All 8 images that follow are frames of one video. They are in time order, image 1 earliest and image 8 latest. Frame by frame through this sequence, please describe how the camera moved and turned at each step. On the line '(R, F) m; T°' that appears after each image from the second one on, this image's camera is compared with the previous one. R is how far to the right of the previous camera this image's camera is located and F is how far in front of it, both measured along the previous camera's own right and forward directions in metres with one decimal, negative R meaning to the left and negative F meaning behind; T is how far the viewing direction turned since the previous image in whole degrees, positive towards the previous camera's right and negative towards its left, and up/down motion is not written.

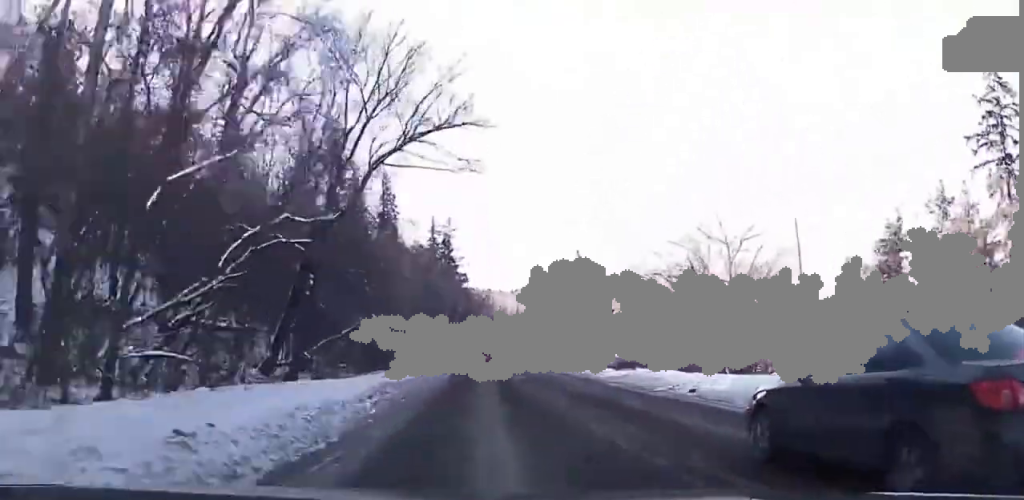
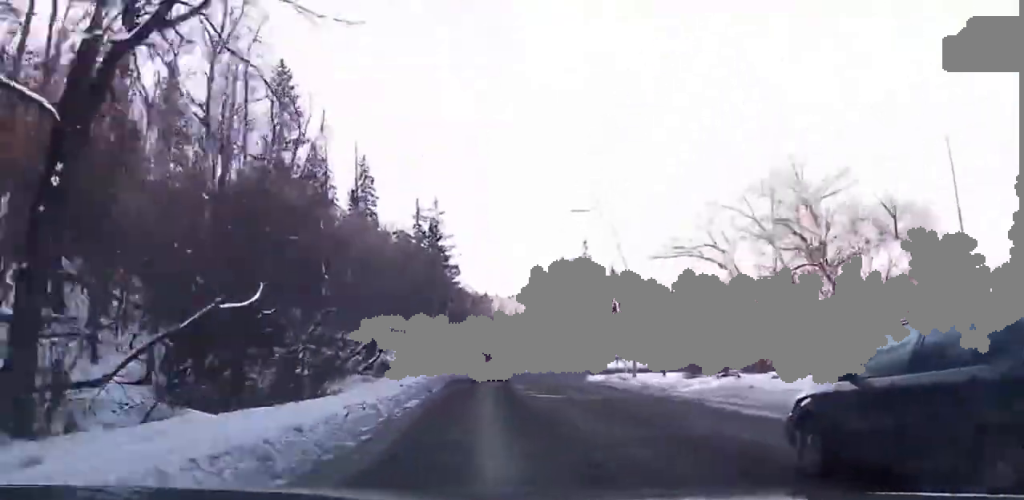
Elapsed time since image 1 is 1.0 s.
(0.0, +15.1) m; 0°
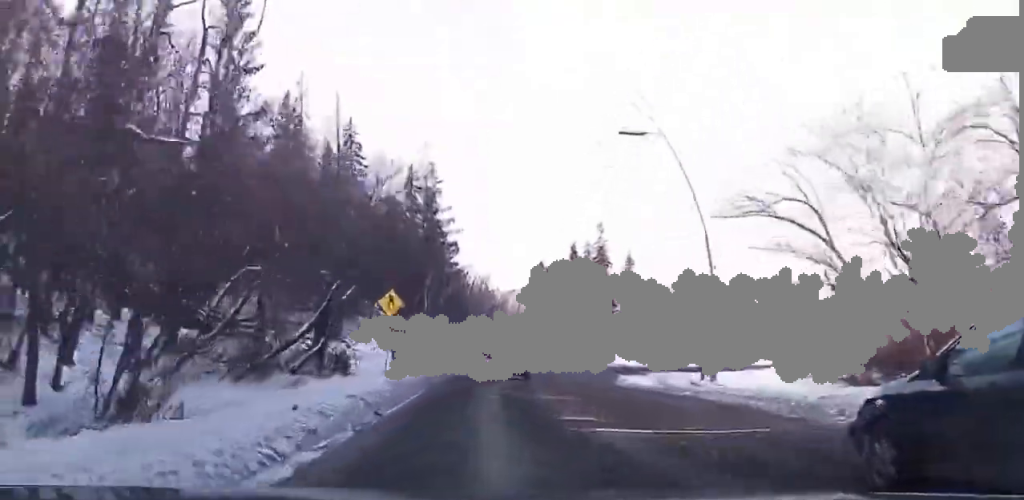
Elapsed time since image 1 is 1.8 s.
(0.0, +12.5) m; 0°
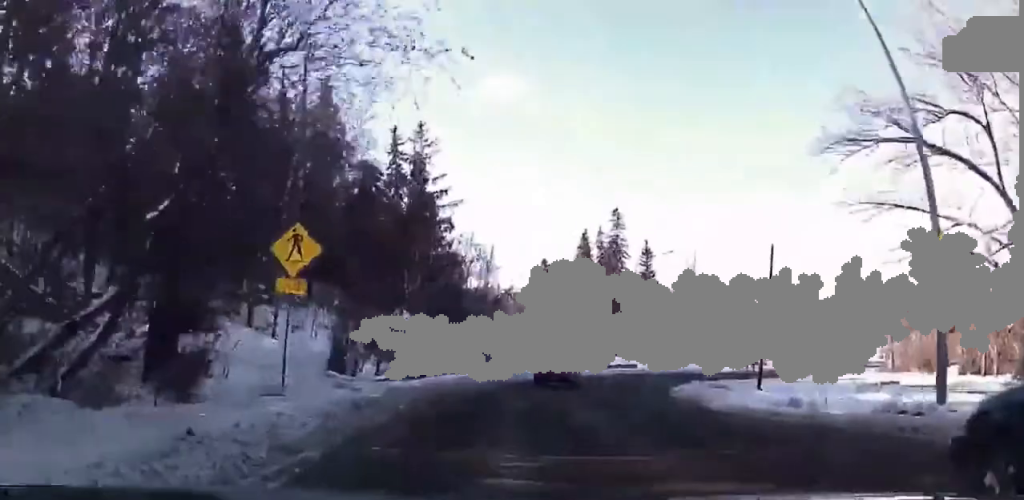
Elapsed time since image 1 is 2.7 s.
(0.0, +14.1) m; 0°
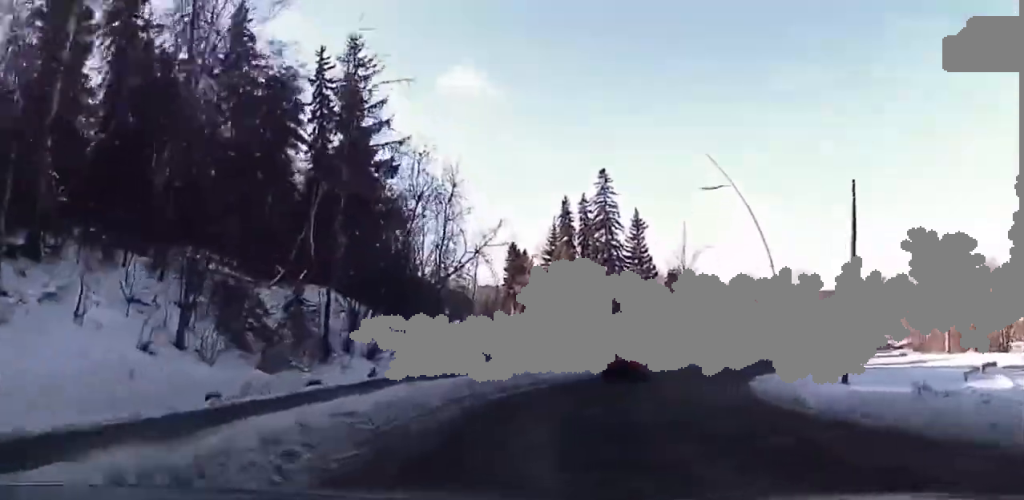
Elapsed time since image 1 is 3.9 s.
(+0.1, +18.7) m; +5°
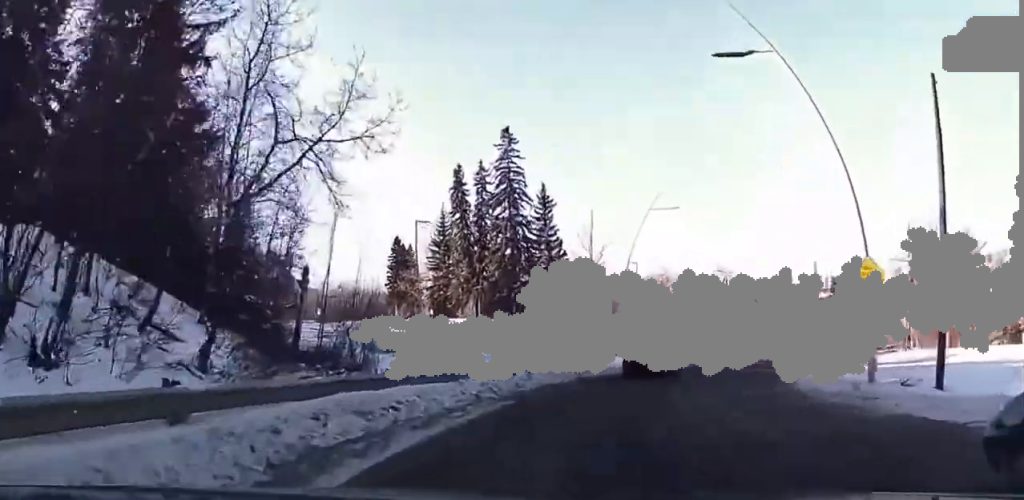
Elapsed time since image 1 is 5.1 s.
(+1.9, +15.7) m; +11°
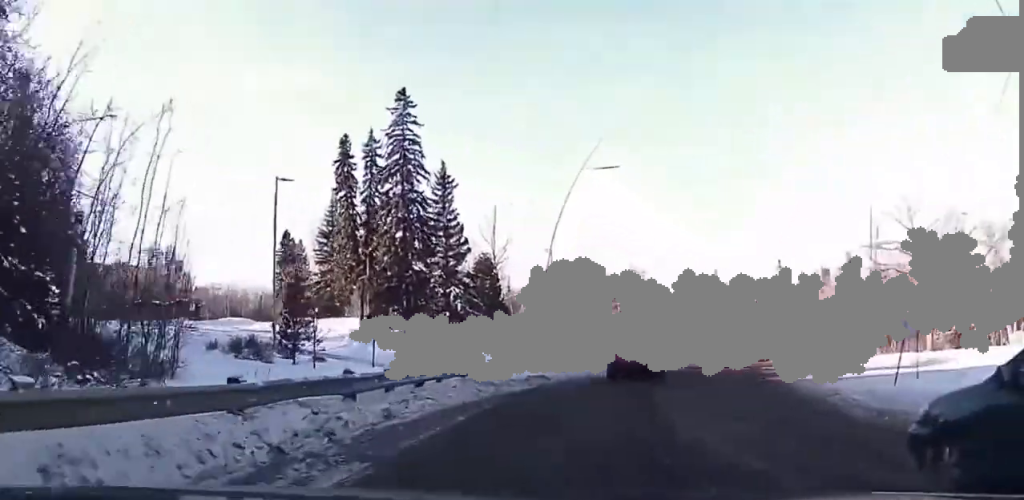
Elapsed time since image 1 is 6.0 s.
(+0.3, +9.9) m; +5°
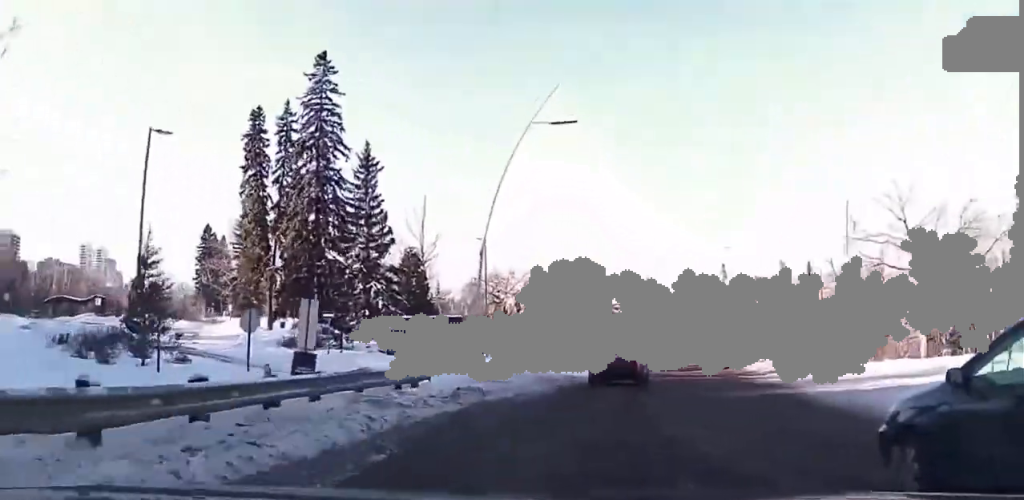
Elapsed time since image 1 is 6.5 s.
(+0.4, +6.7) m; +5°
